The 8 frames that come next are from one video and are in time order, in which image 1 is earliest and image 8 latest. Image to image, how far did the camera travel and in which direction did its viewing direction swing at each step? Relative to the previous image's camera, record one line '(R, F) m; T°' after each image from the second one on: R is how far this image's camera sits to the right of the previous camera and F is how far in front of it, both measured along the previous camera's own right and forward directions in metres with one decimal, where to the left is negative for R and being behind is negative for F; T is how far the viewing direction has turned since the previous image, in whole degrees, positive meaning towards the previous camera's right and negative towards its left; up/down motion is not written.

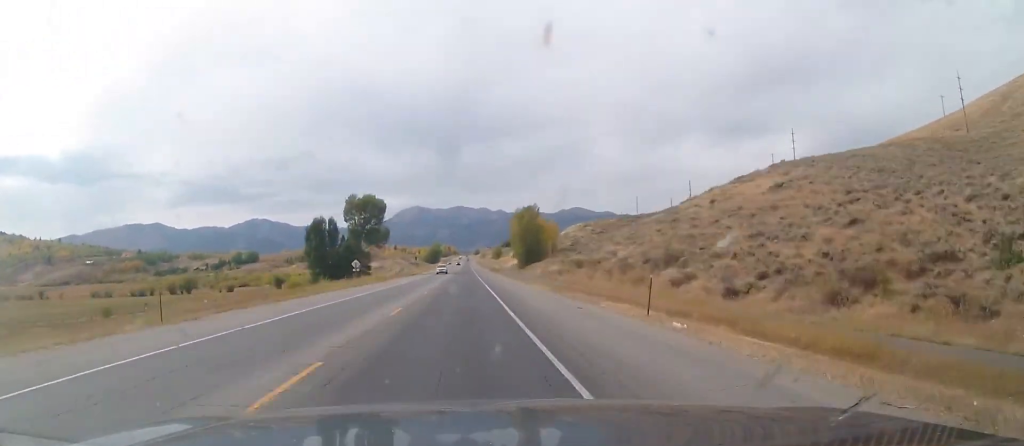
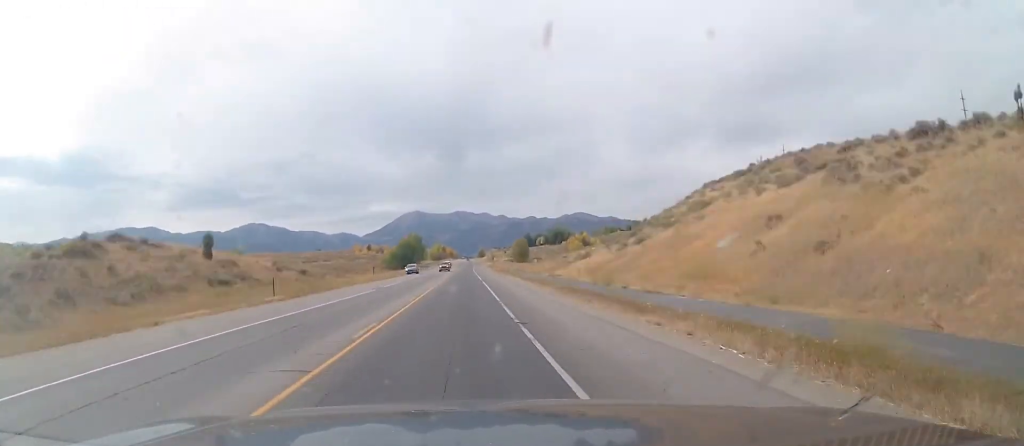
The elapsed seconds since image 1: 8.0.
(+1.1, +219.4) m; 0°
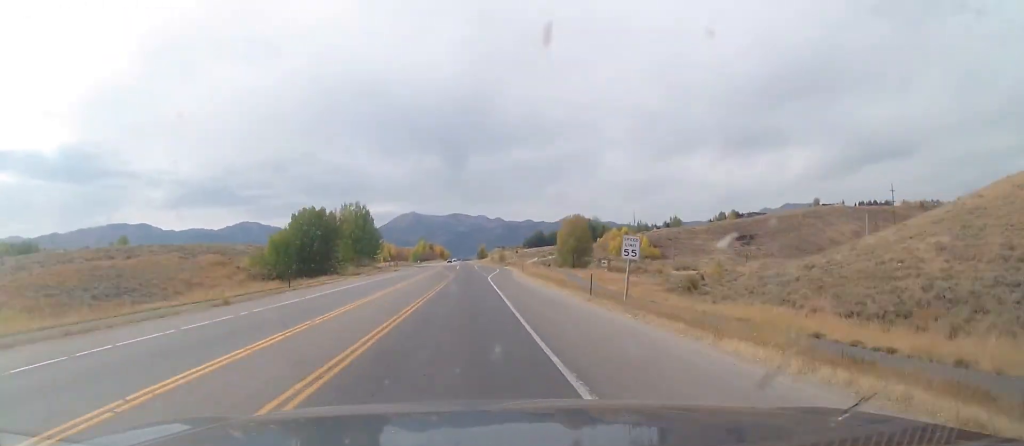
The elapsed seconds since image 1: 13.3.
(+0.5, +149.9) m; 0°
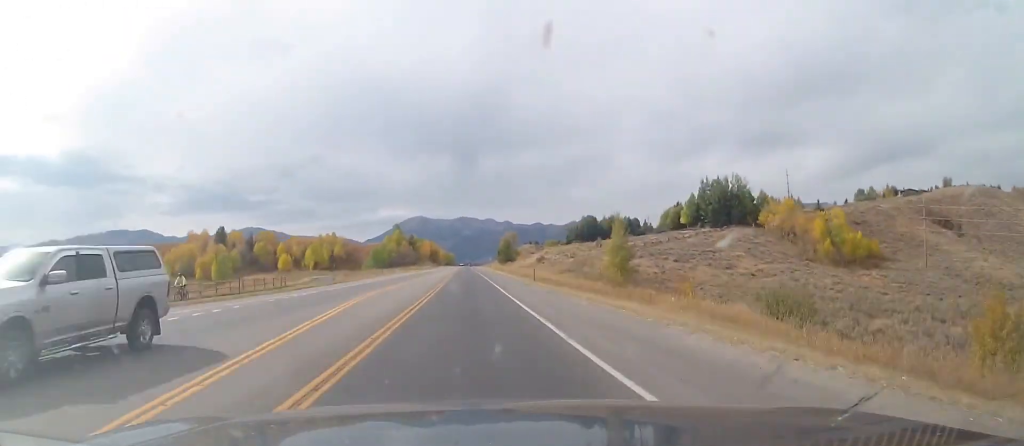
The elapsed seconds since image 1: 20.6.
(-0.4, +206.1) m; 0°
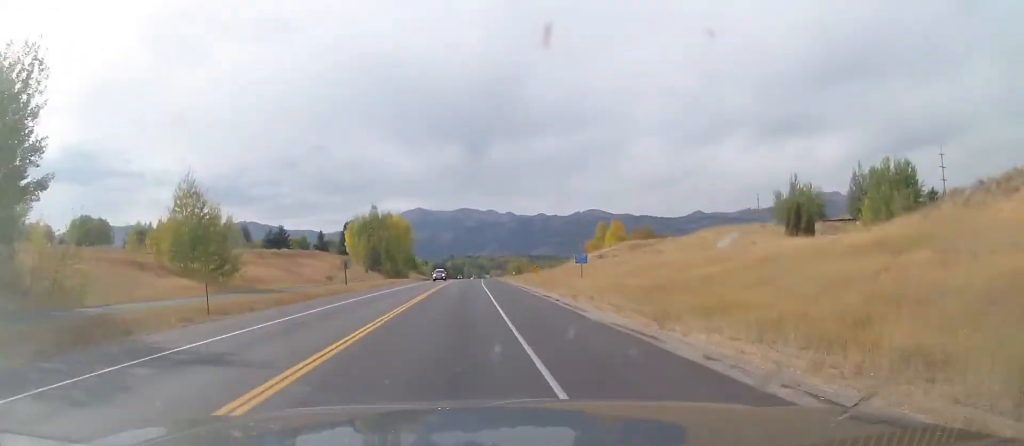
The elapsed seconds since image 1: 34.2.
(+0.2, +390.5) m; +2°
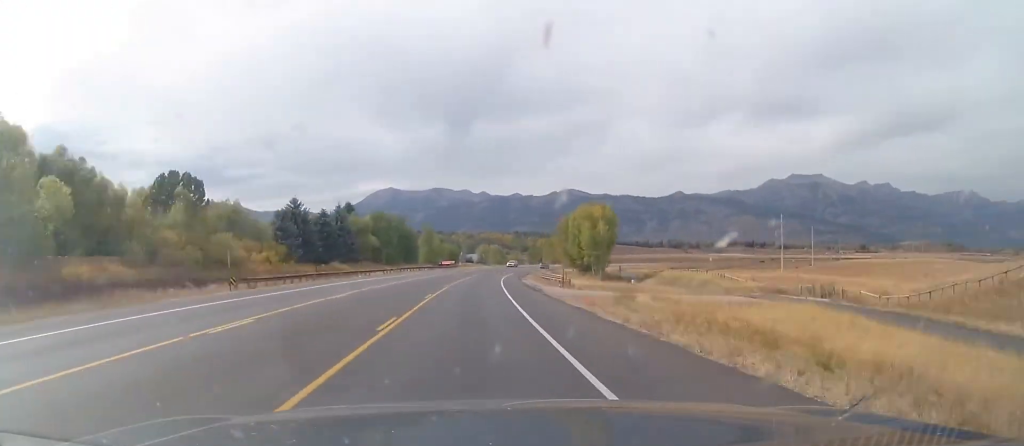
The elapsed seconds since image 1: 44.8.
(+12.0, +298.4) m; +15°
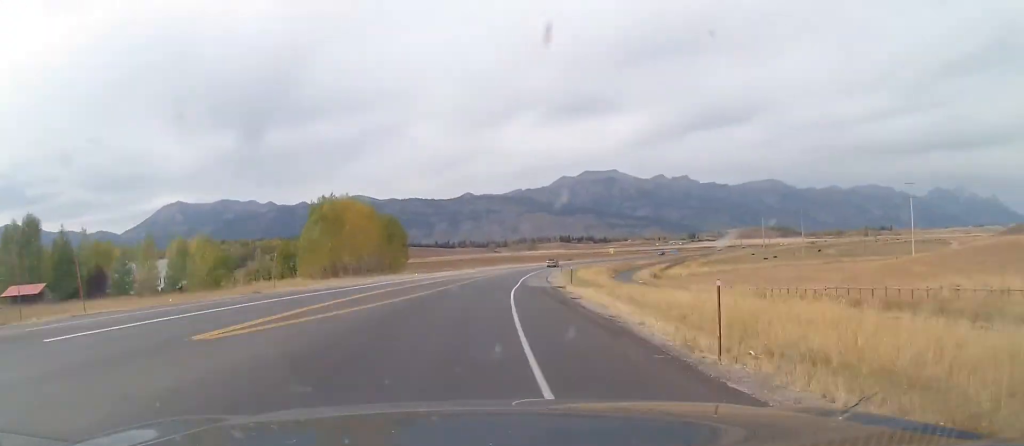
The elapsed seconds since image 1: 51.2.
(+28.5, +163.8) m; +20°
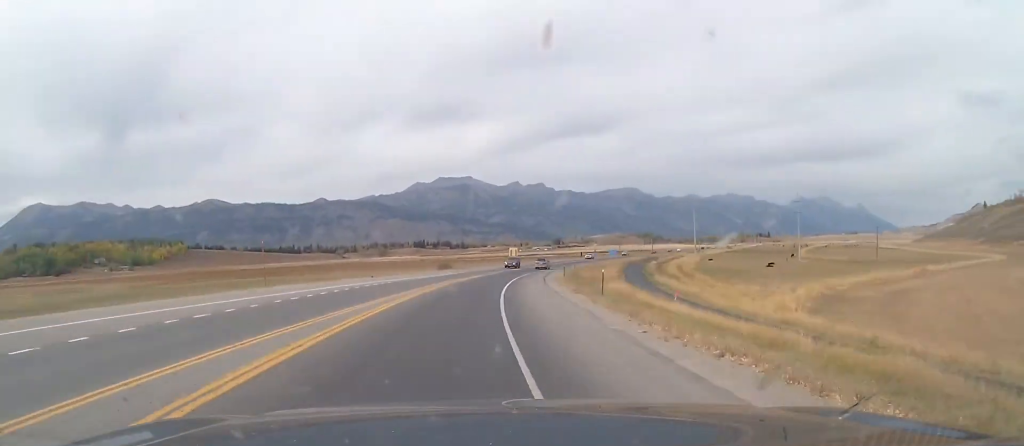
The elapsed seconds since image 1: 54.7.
(+0.2, +90.9) m; +13°
